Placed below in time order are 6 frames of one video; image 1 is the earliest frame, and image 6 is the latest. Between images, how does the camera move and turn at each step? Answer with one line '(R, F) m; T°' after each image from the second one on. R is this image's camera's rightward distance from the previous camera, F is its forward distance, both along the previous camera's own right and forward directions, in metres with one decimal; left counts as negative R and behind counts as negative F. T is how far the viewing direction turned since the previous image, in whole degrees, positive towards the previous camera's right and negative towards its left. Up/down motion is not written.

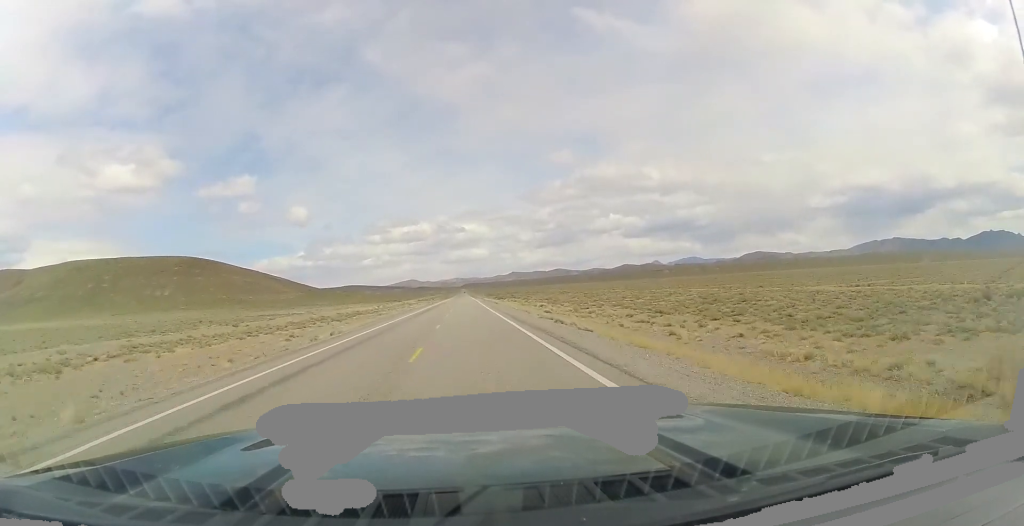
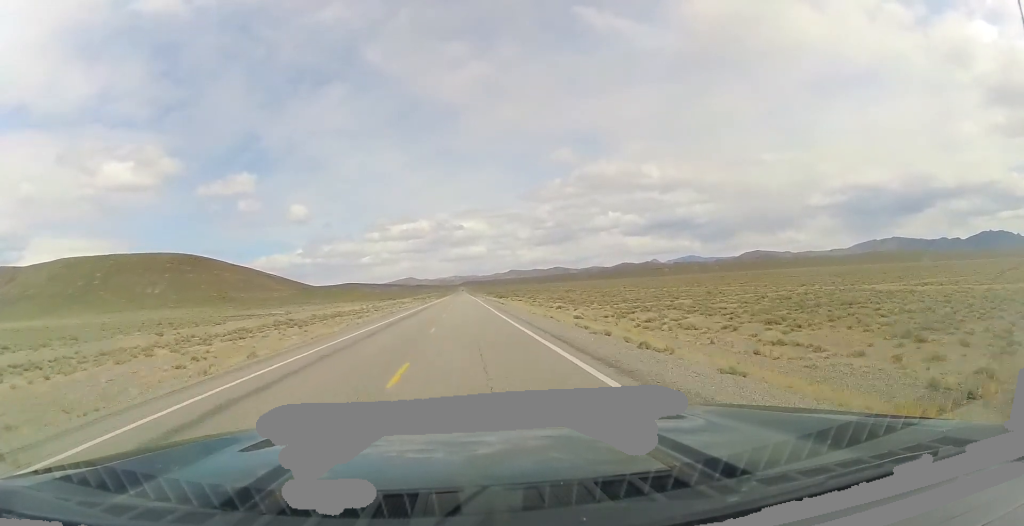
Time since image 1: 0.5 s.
(+0.1, +16.2) m; 0°
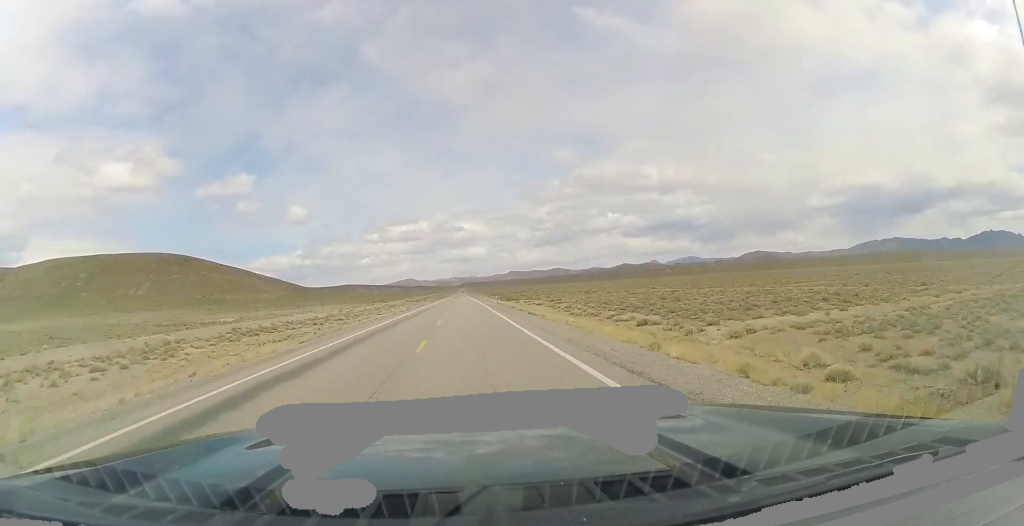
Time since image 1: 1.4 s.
(+0.1, +31.2) m; 0°
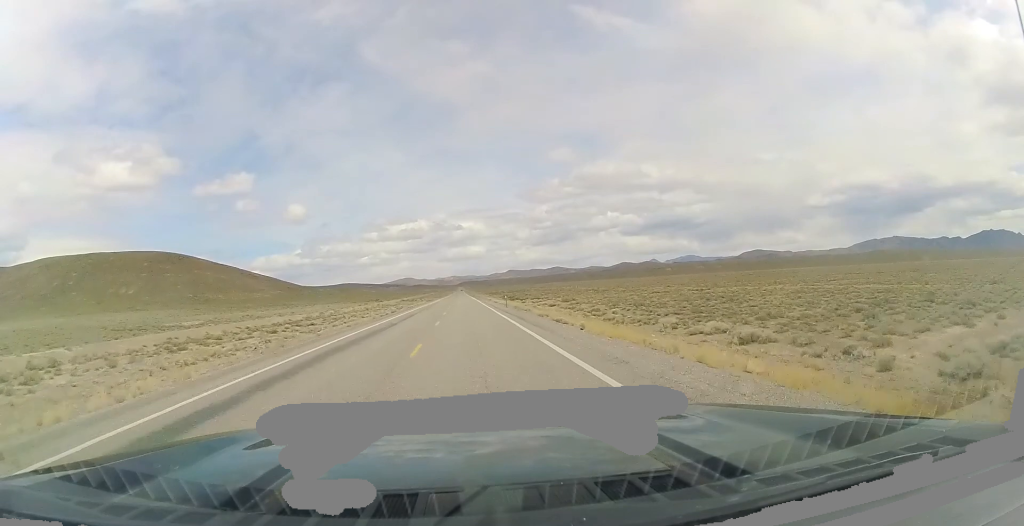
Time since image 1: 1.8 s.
(-0.1, +13.9) m; 0°
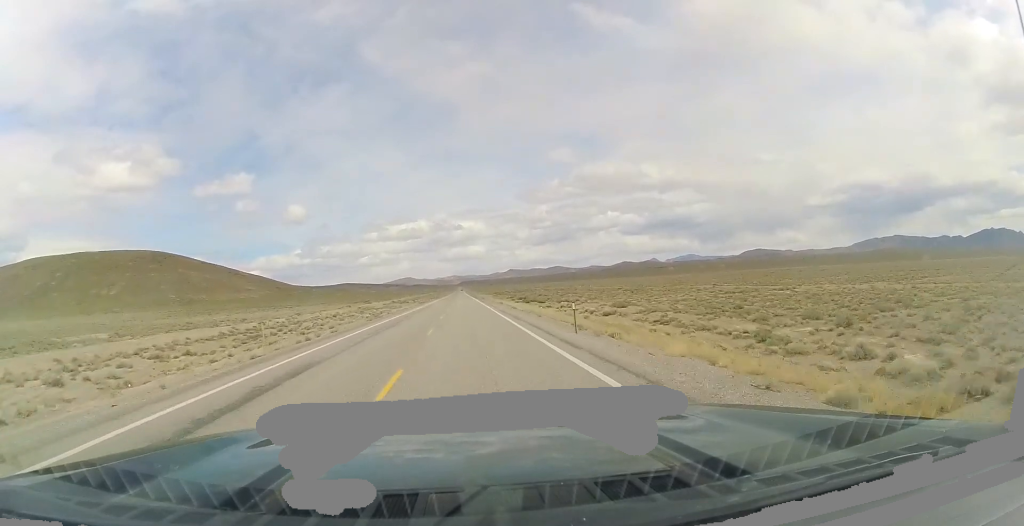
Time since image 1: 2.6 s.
(-0.1, +30.1) m; 0°
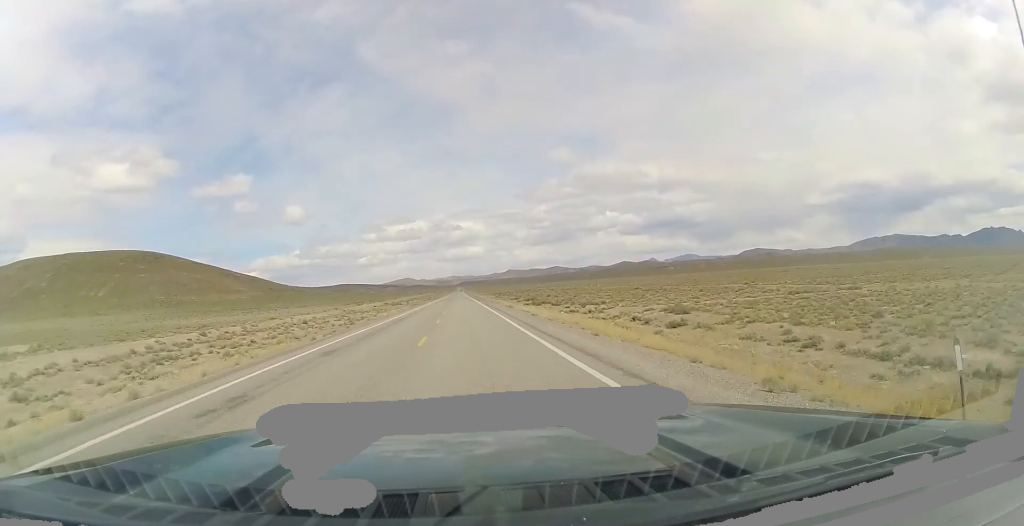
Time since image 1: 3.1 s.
(-0.2, +16.2) m; 0°
